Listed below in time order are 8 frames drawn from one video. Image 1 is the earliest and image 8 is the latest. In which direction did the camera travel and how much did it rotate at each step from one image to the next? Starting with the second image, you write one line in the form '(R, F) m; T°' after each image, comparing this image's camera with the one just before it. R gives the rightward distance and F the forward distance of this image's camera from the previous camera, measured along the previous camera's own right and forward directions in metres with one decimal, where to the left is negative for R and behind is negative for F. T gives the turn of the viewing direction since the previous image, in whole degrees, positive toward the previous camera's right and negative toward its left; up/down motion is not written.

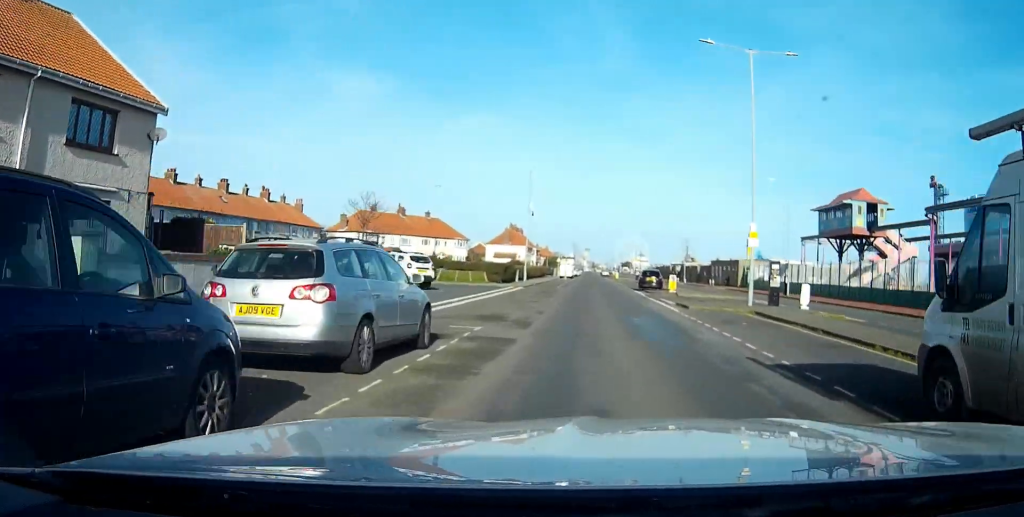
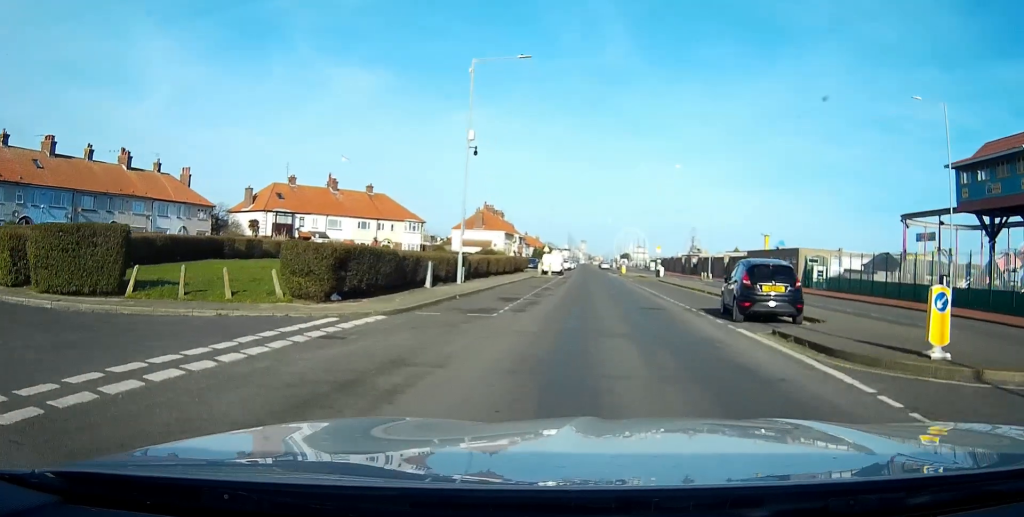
(-0.2, +32.7) m; 0°
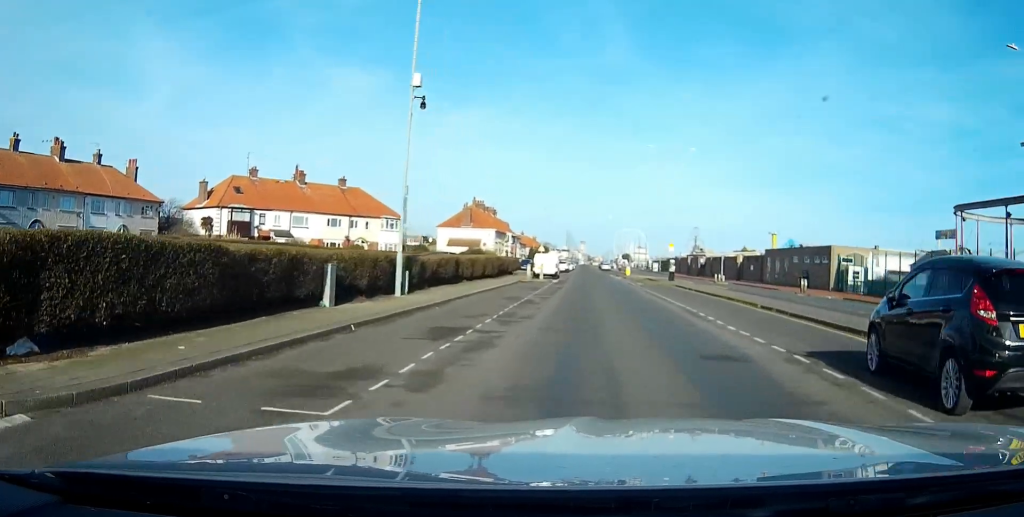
(0.0, +10.7) m; 0°
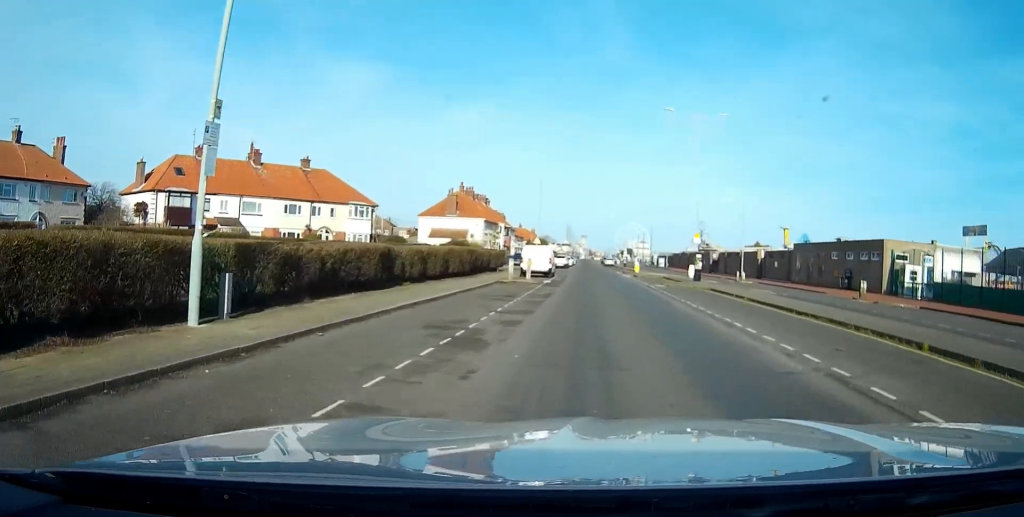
(+0.1, +12.3) m; 0°
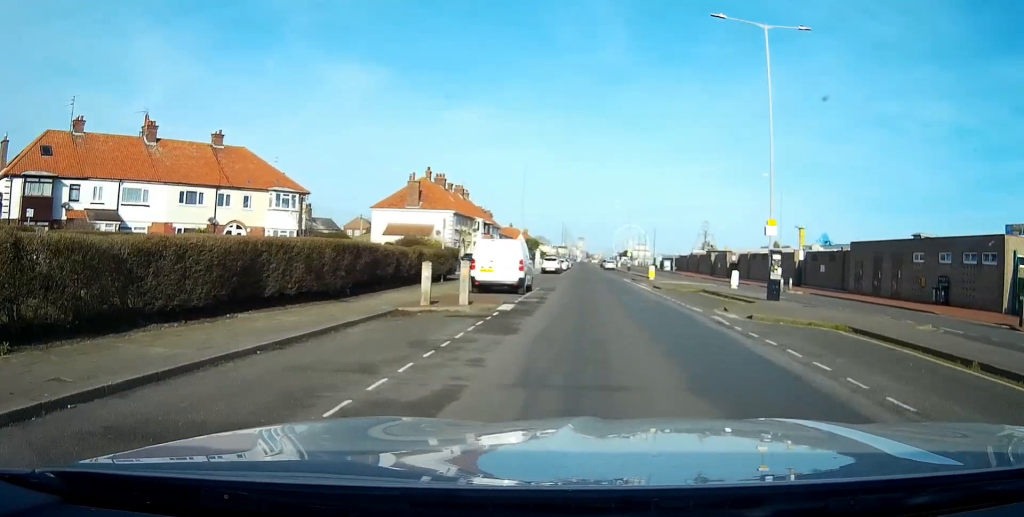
(+0.1, +18.6) m; 0°
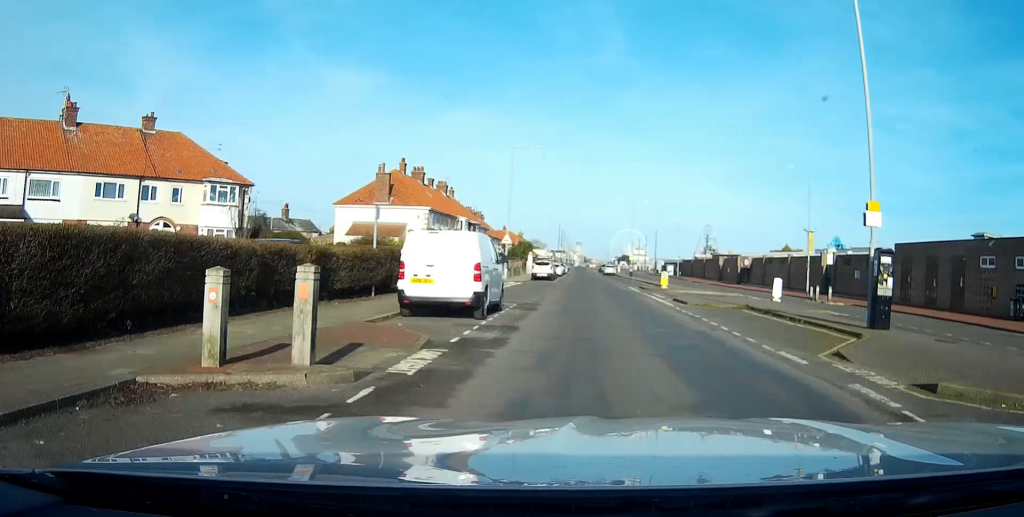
(0.0, +9.9) m; 0°
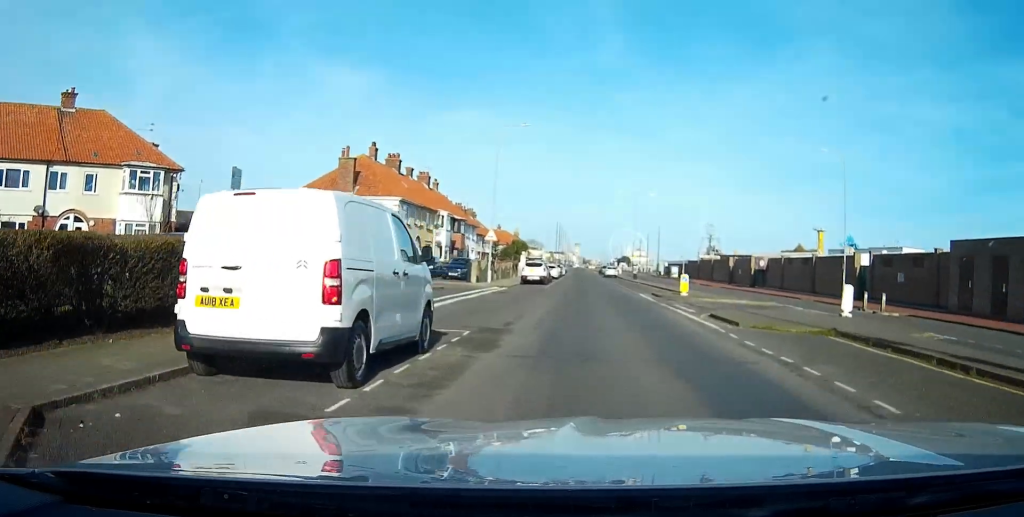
(+0.1, +9.1) m; 0°
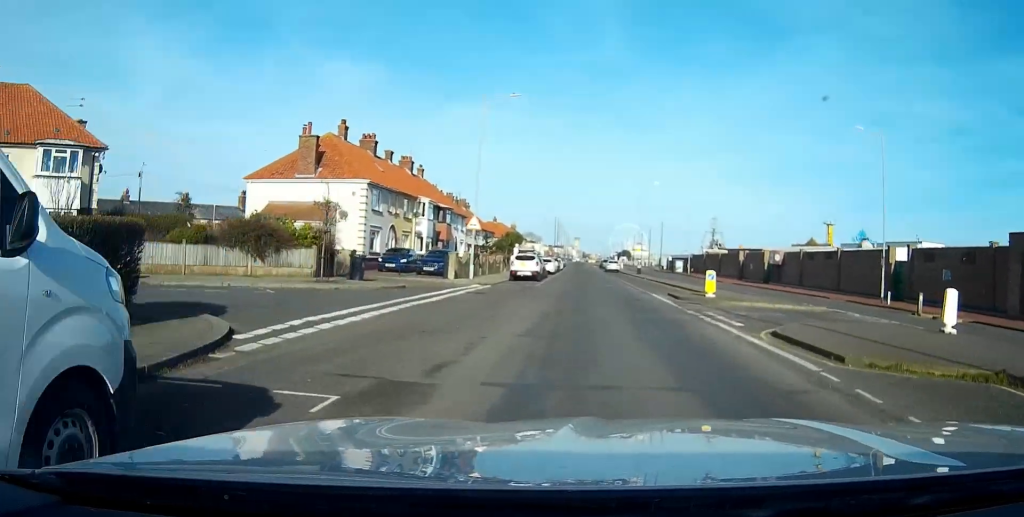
(0.0, +7.4) m; 0°
